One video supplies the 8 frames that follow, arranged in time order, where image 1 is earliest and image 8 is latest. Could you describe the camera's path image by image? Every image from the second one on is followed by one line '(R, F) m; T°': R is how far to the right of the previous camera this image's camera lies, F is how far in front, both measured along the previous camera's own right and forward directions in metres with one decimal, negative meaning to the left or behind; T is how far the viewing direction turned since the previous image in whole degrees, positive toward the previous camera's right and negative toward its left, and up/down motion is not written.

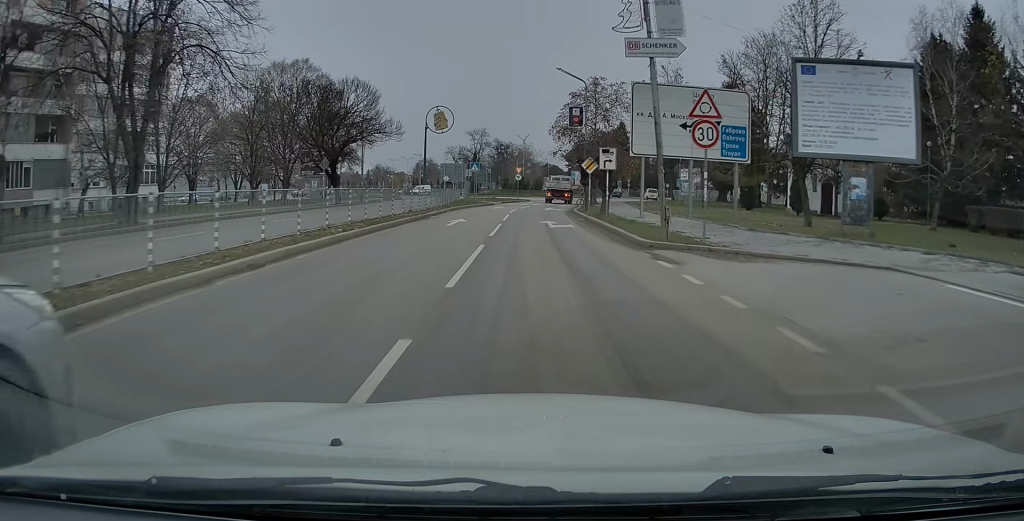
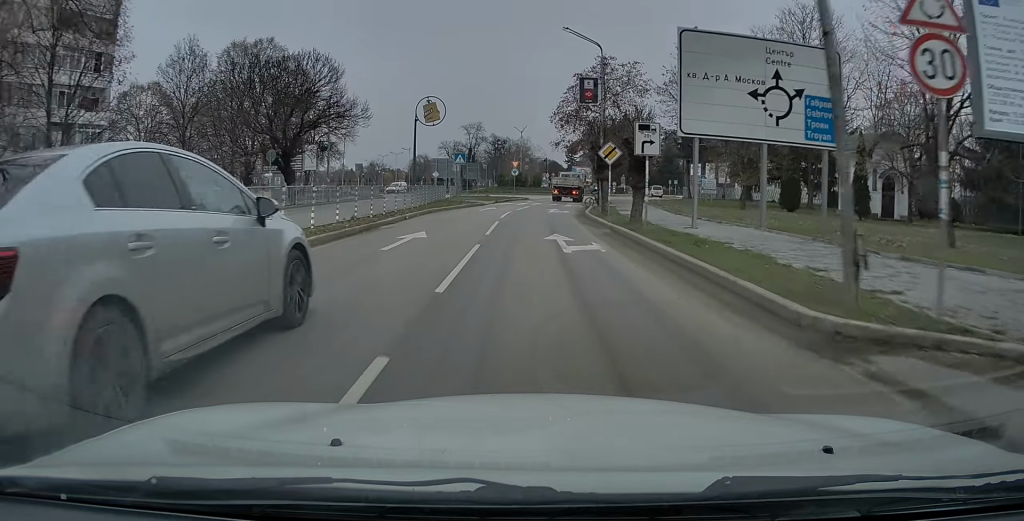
(-0.2, +9.2) m; 0°
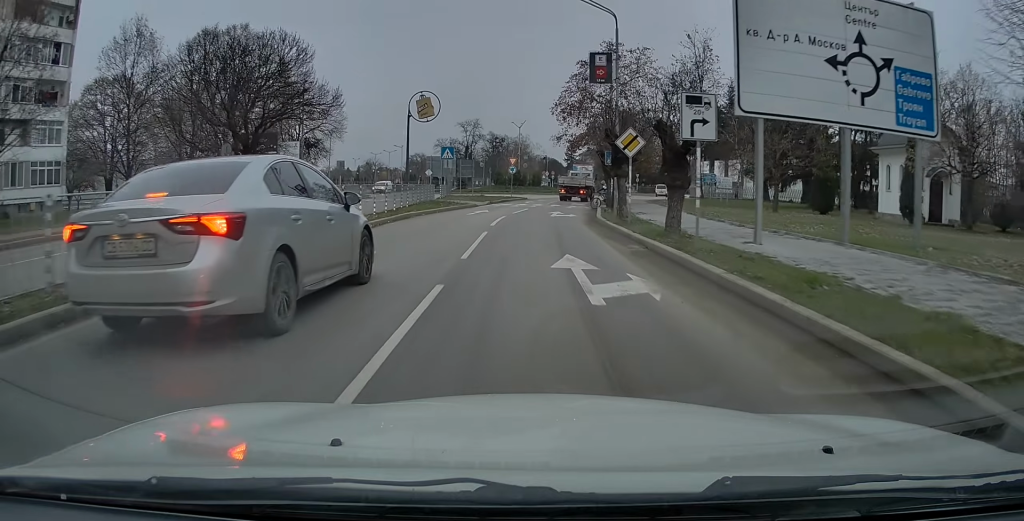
(-0.1, +5.6) m; 0°
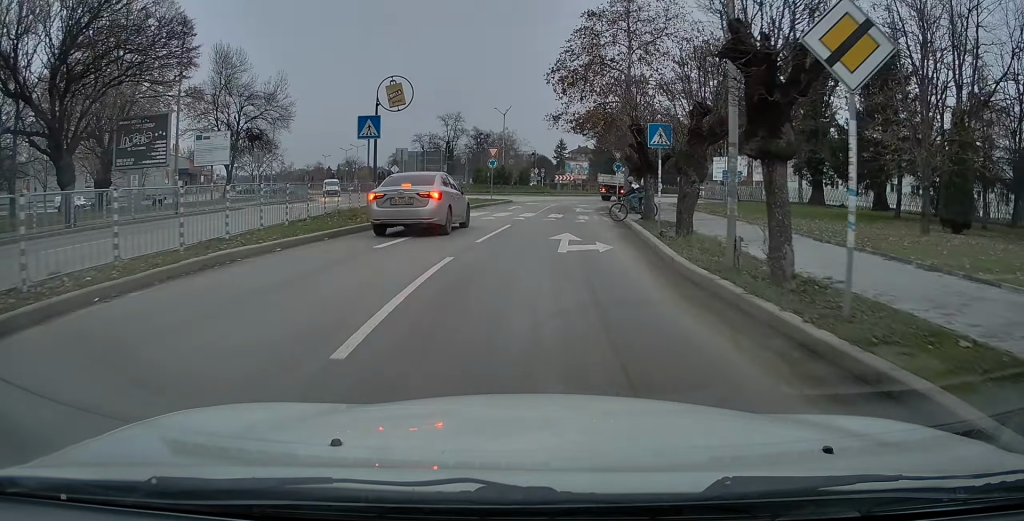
(0.0, +15.3) m; +1°
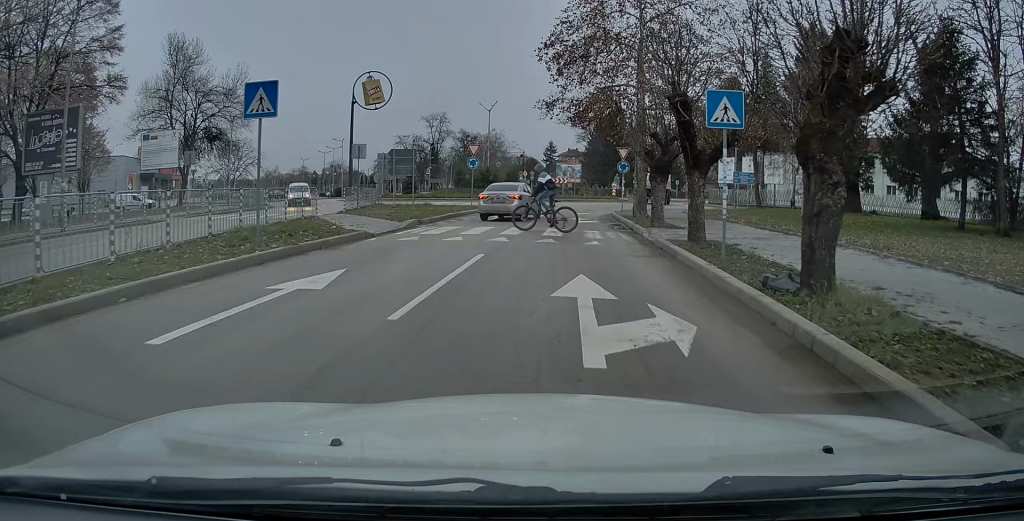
(+0.2, +7.5) m; -1°
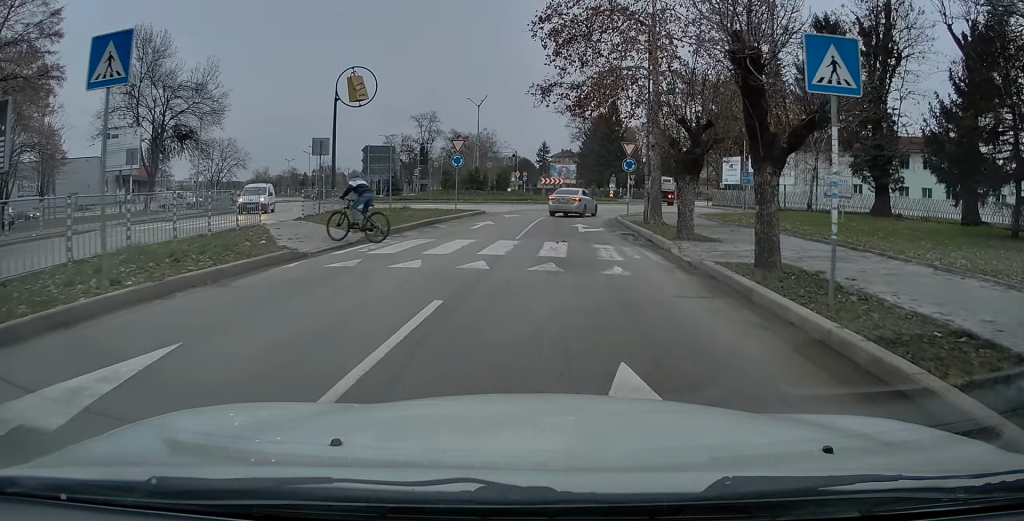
(-0.1, +4.5) m; 0°
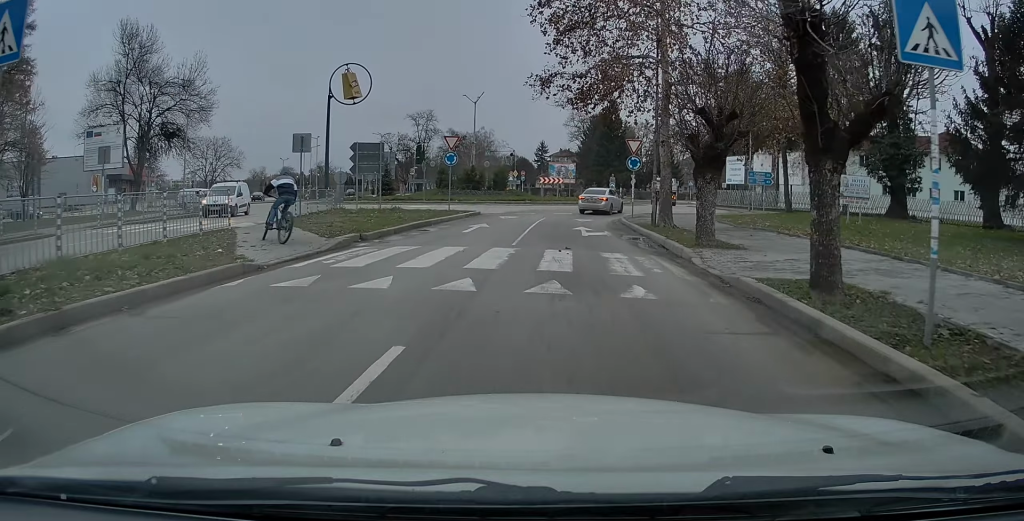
(0.0, +1.9) m; +1°
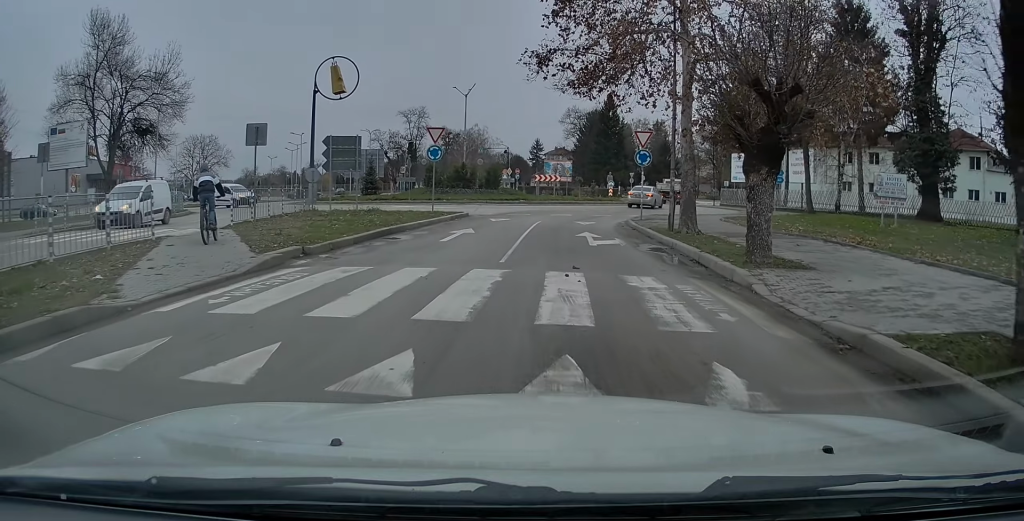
(0.0, +3.6) m; +5°
